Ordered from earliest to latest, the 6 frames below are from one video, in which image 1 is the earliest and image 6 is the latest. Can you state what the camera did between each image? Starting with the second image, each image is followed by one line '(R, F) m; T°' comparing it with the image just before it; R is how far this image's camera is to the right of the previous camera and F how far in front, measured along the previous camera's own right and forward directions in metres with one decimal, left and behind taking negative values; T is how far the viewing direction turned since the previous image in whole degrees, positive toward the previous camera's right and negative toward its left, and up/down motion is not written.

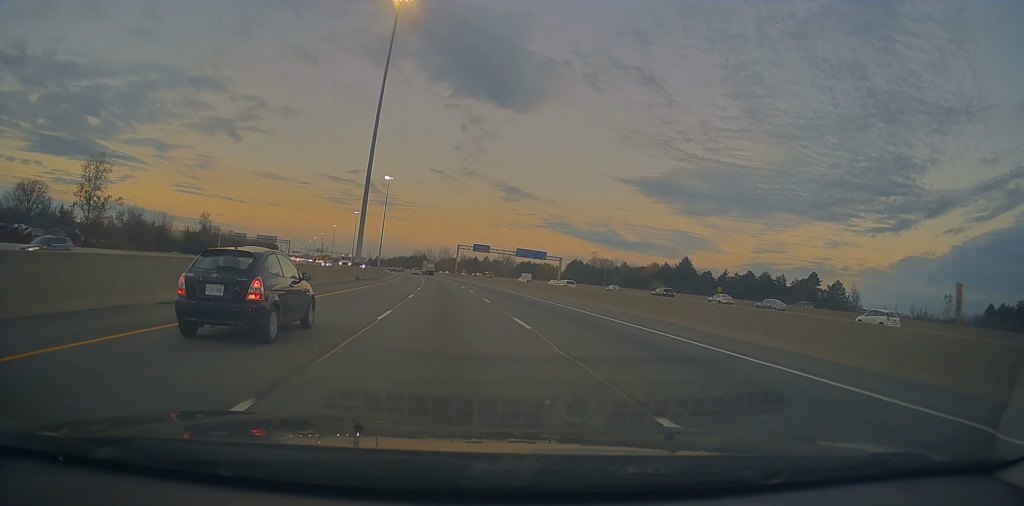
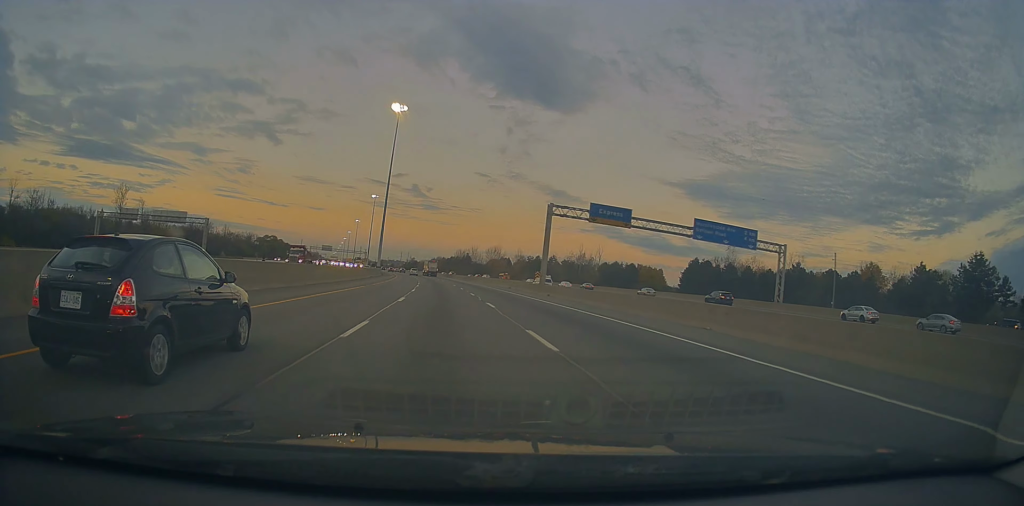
(-6.5, +101.2) m; -5°
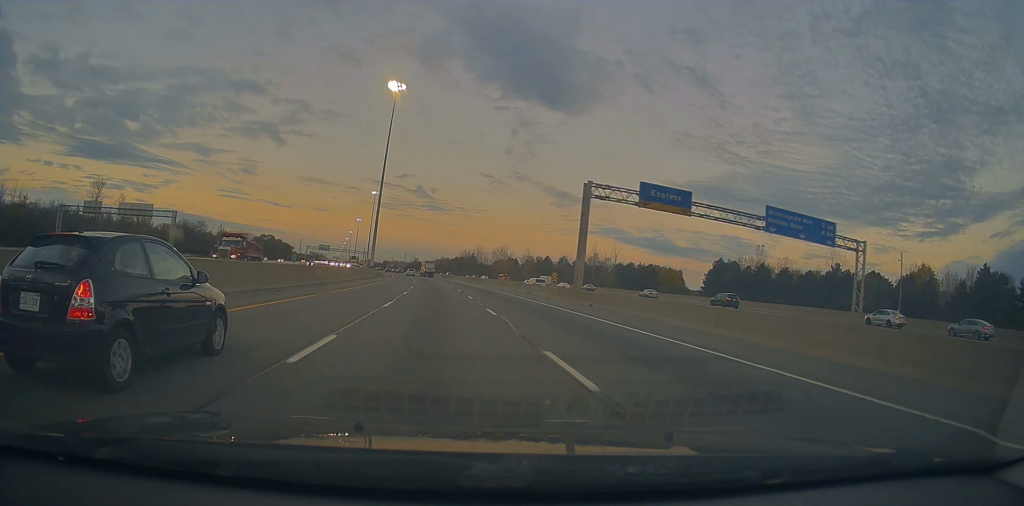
(-0.2, +15.5) m; 0°
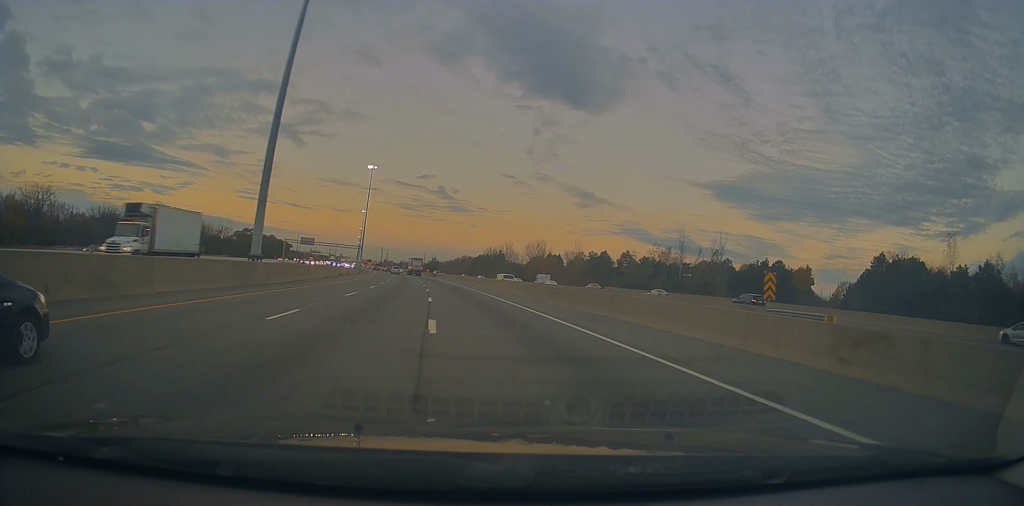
(-2.1, +67.7) m; -3°
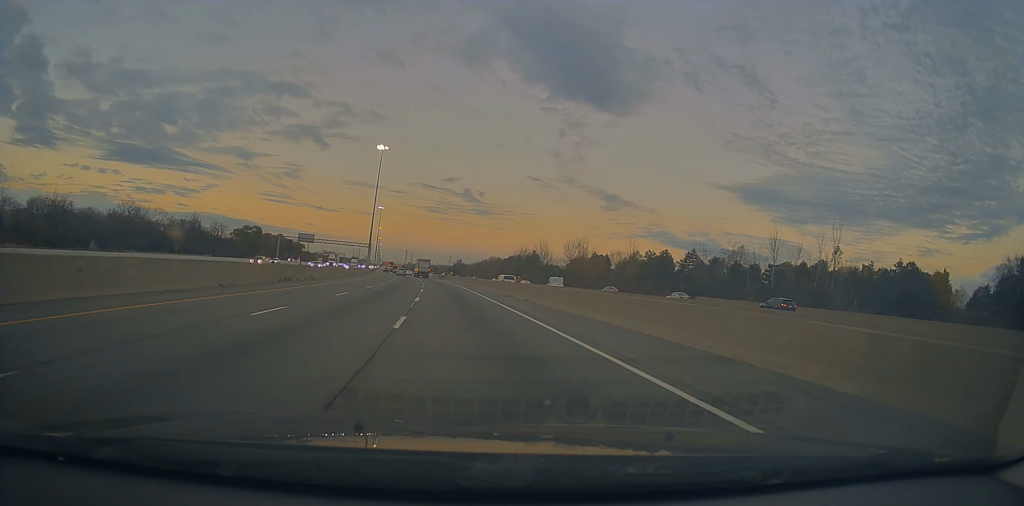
(+1.1, +35.6) m; -1°
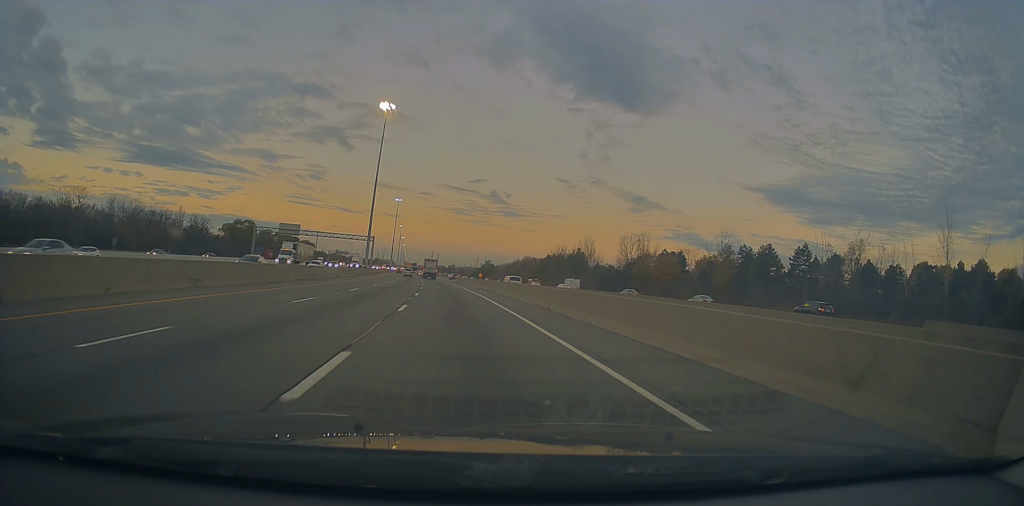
(-2.6, +43.5) m; -5°
